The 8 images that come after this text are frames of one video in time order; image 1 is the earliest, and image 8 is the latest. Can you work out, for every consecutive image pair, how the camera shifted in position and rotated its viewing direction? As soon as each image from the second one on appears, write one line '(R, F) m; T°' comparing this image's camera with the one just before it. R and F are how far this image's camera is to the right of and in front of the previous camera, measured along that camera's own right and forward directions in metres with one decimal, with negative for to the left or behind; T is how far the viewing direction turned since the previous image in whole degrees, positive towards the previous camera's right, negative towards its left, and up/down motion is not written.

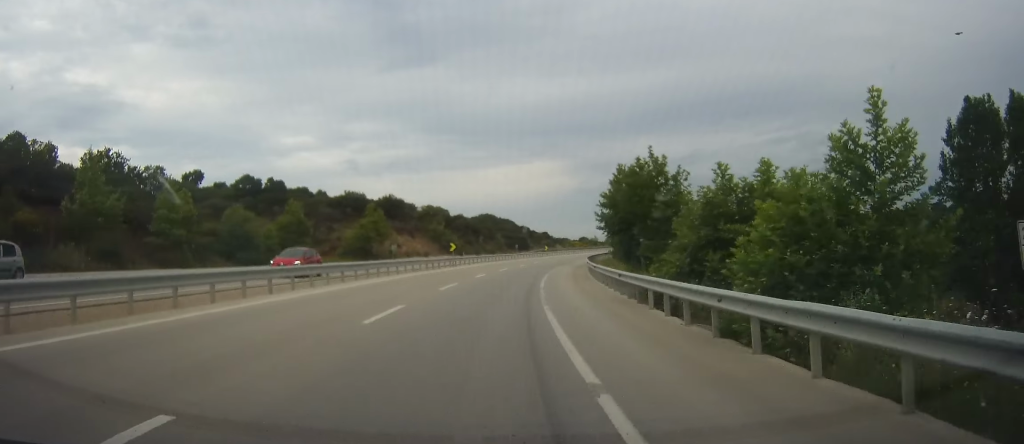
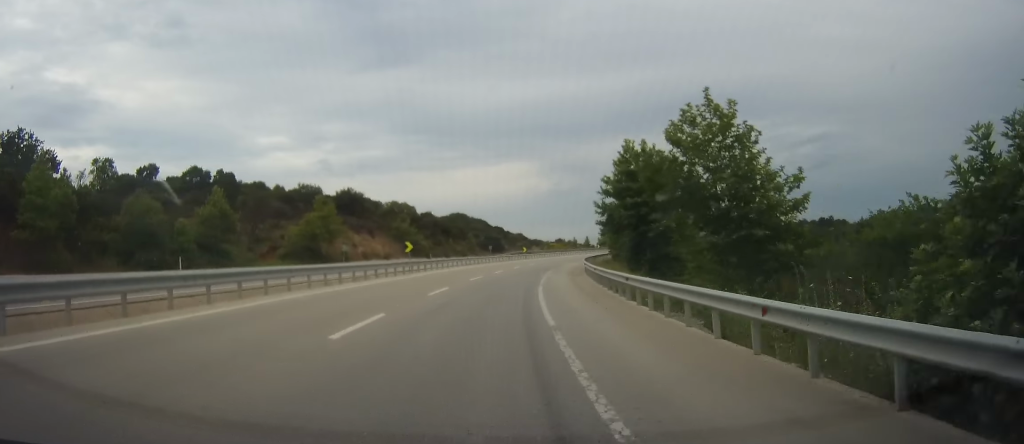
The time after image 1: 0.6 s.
(+0.2, +14.0) m; +2°
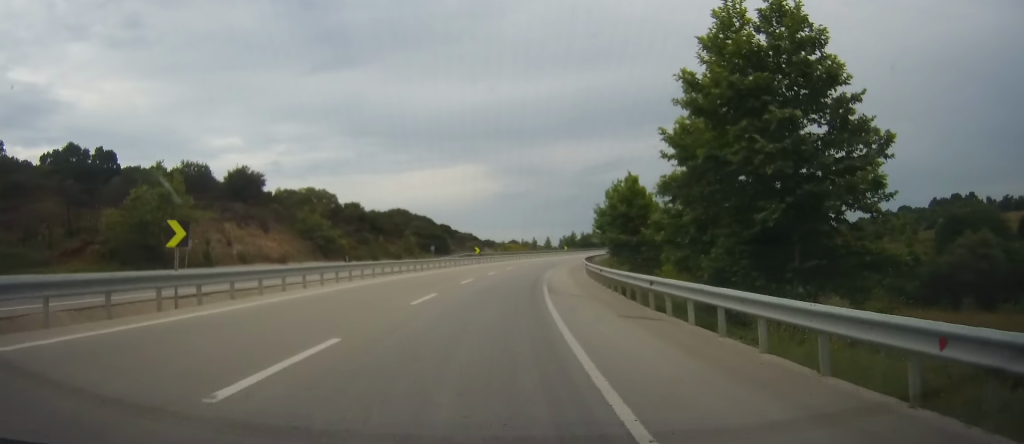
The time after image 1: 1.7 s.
(+0.8, +27.7) m; +4°
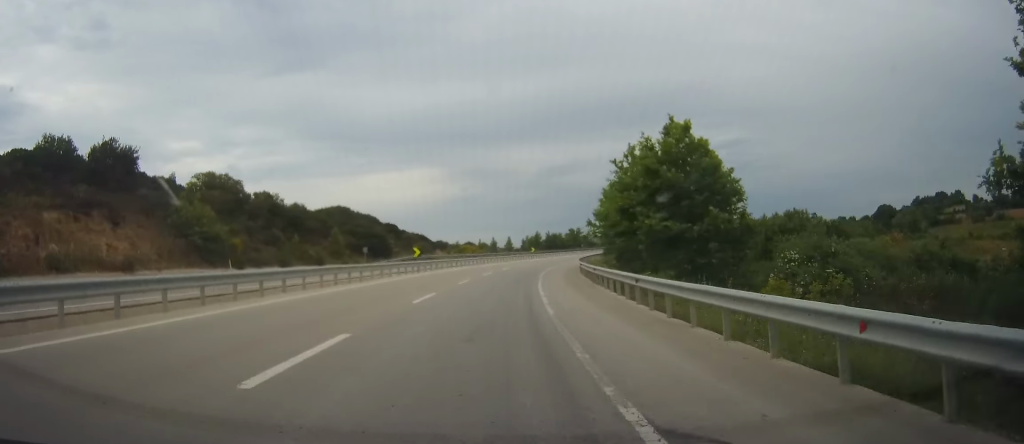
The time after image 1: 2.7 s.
(+0.8, +23.0) m; +5°
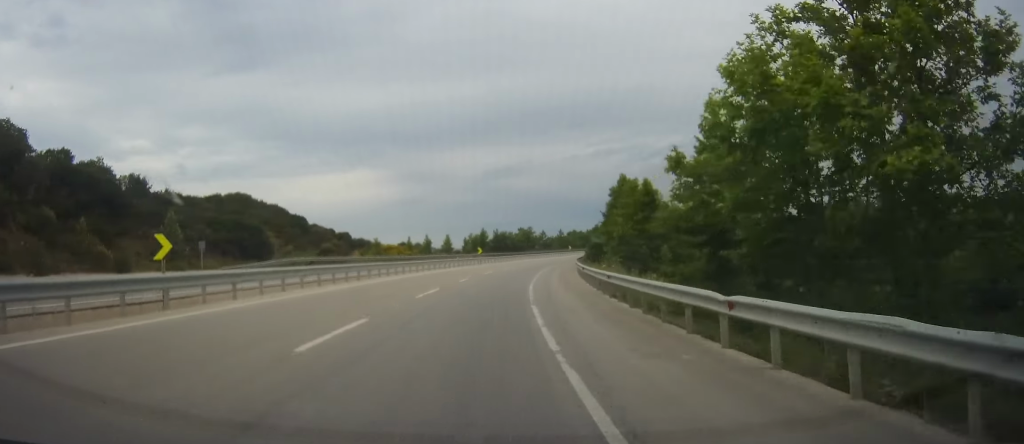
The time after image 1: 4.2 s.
(+2.4, +34.2) m; +6°
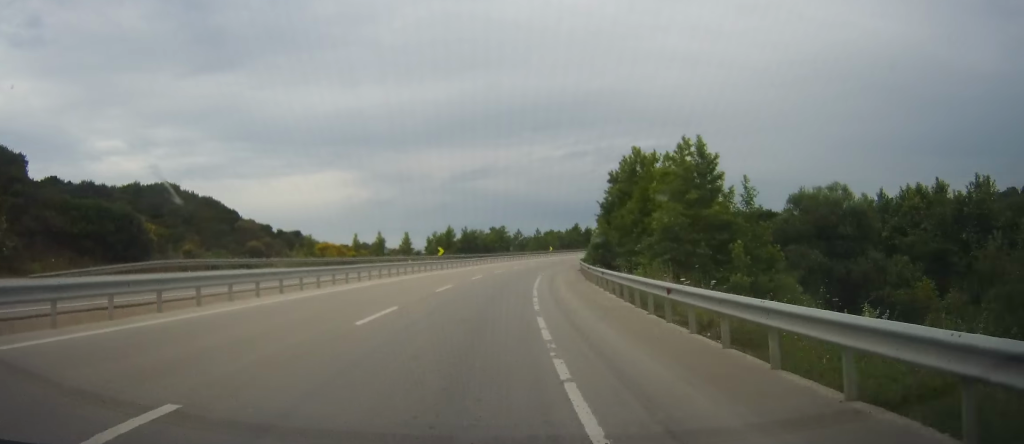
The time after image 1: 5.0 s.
(+0.4, +19.7) m; +2°
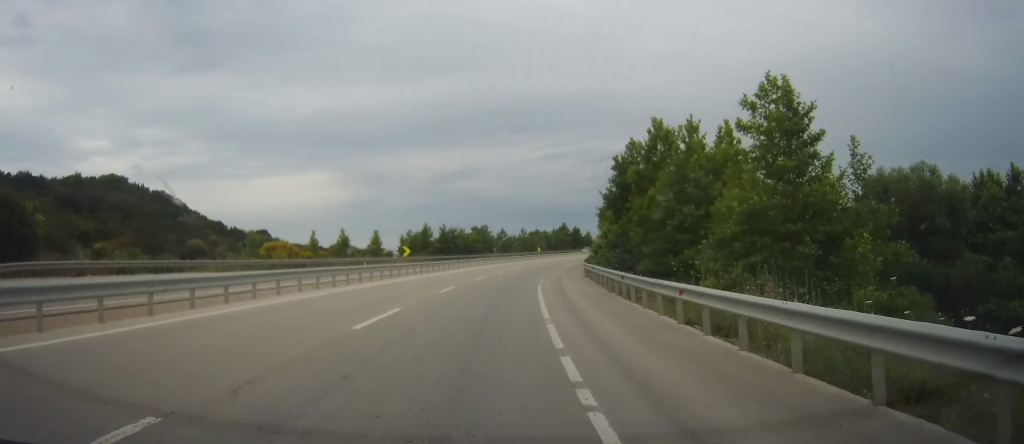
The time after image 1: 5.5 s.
(0.0, +12.2) m; +2°
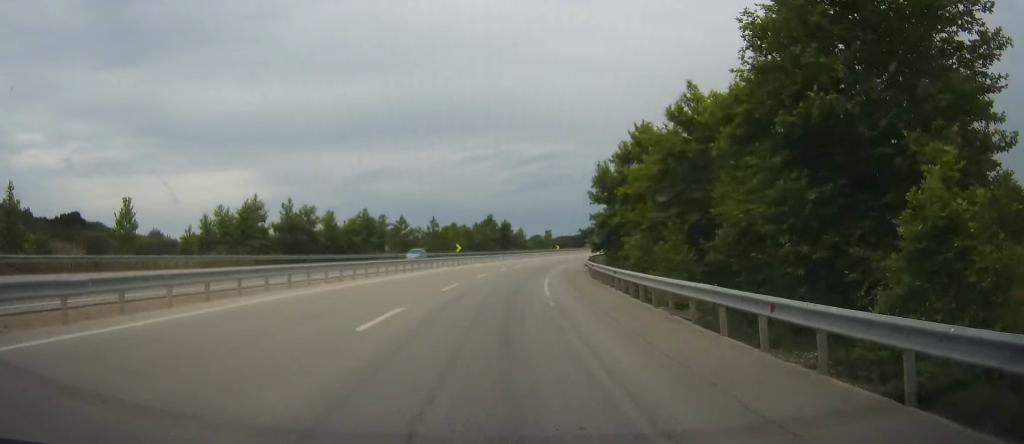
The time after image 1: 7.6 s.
(+3.8, +48.5) m; +10°
